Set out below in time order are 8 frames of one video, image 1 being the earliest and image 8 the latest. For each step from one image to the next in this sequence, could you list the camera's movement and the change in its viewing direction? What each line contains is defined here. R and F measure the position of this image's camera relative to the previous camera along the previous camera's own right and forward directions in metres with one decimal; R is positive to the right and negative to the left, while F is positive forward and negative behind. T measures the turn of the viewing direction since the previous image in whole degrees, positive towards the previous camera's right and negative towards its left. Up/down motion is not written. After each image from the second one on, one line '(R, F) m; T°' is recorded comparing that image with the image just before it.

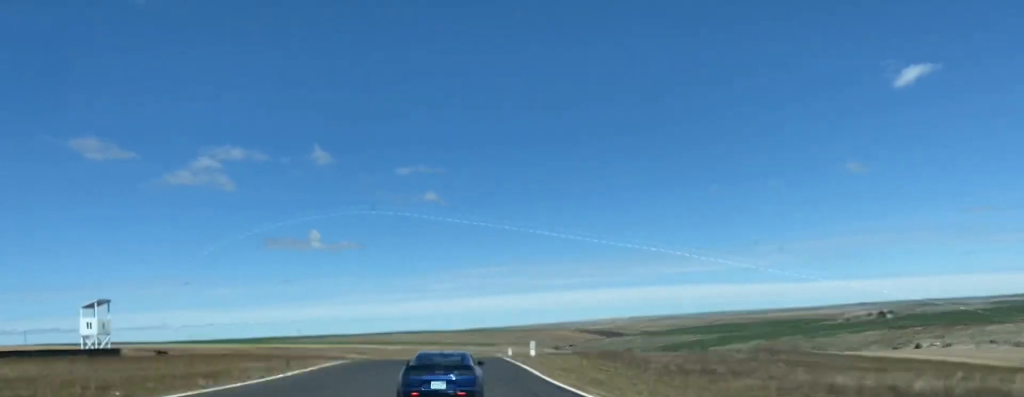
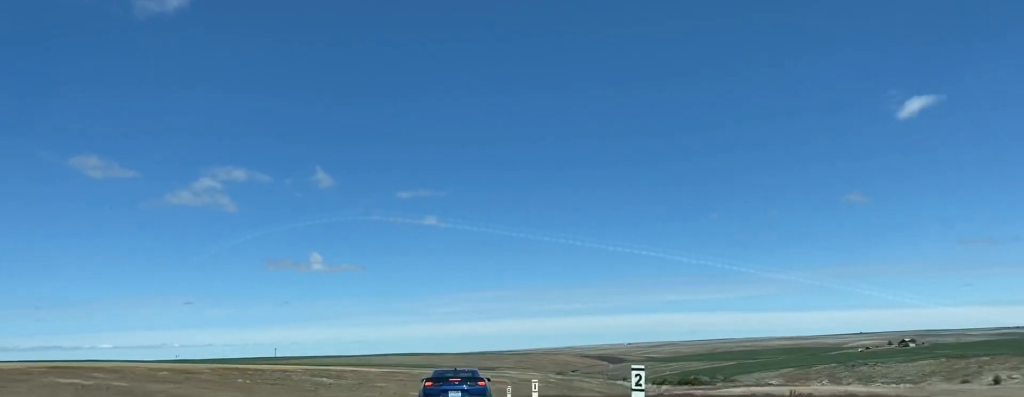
(+0.4, +50.7) m; 0°
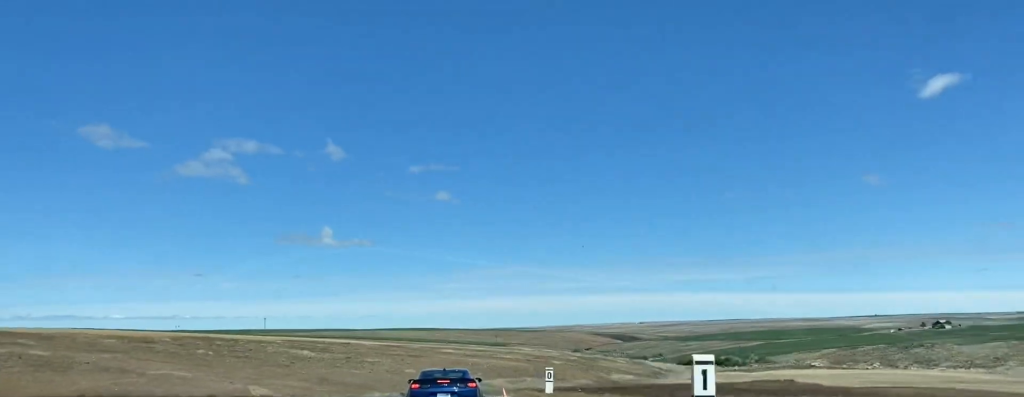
(-0.3, +37.3) m; -1°
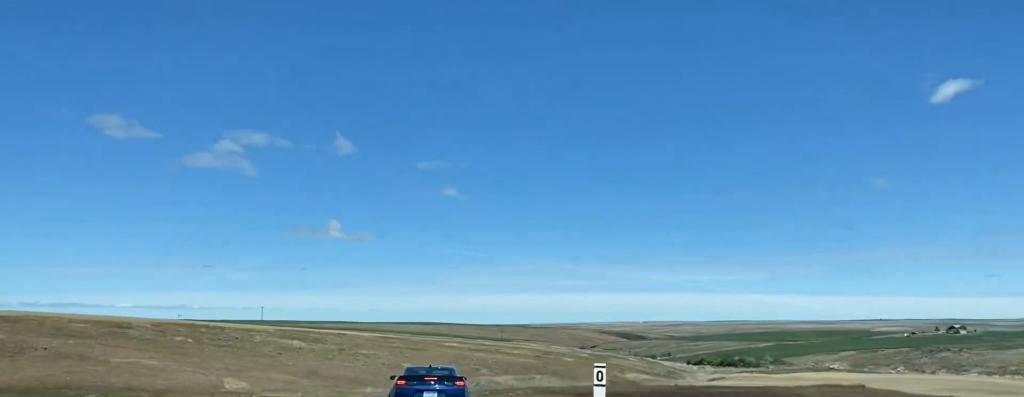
(-0.1, +16.2) m; -1°
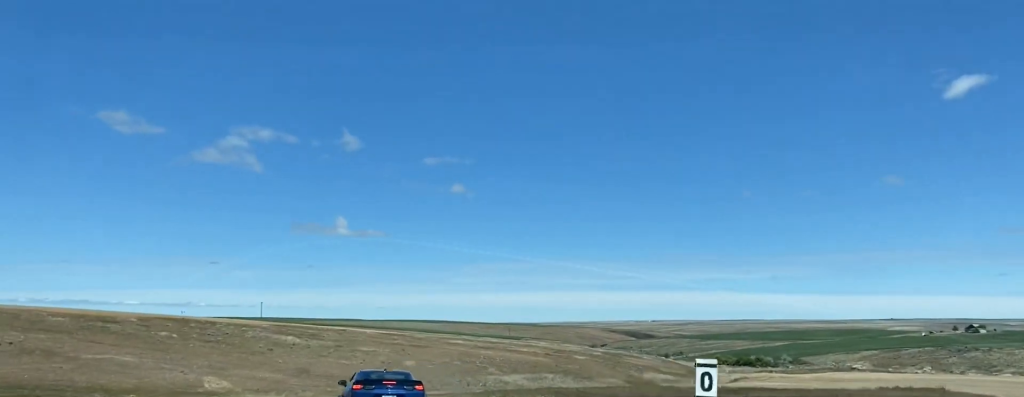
(0.0, +12.9) m; -2°
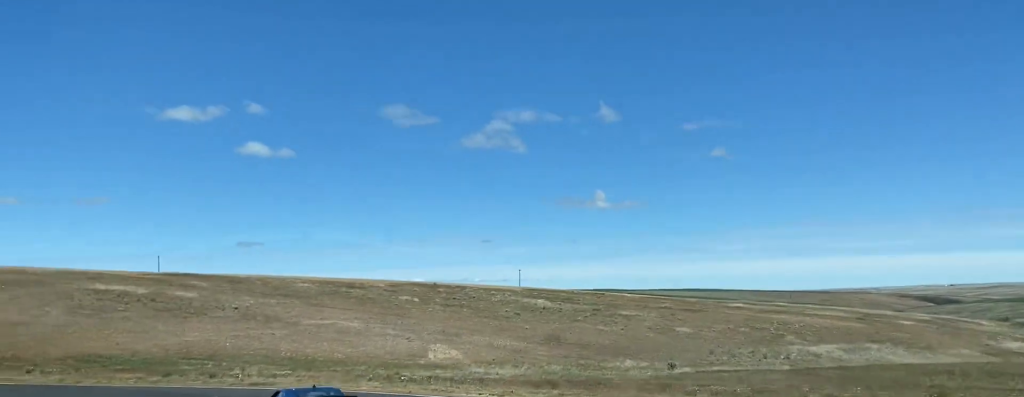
(-3.3, +33.6) m; -19°
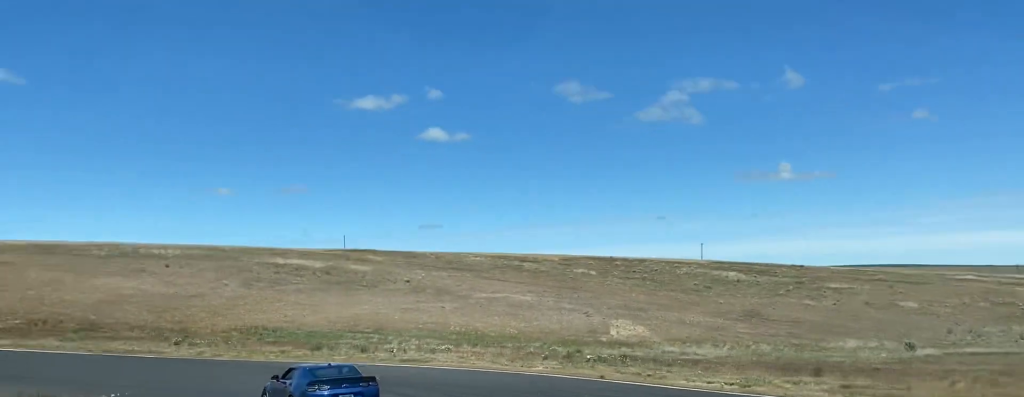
(-0.1, +11.5) m; -11°
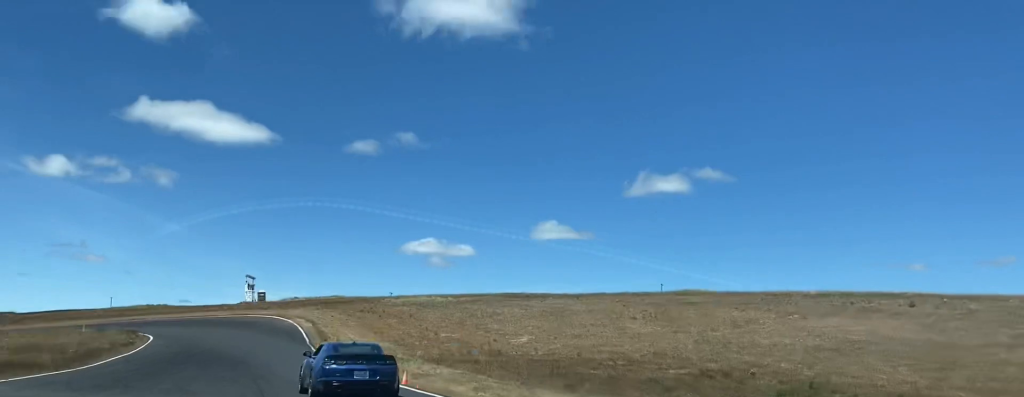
(-19.9, +37.3) m; -44°
